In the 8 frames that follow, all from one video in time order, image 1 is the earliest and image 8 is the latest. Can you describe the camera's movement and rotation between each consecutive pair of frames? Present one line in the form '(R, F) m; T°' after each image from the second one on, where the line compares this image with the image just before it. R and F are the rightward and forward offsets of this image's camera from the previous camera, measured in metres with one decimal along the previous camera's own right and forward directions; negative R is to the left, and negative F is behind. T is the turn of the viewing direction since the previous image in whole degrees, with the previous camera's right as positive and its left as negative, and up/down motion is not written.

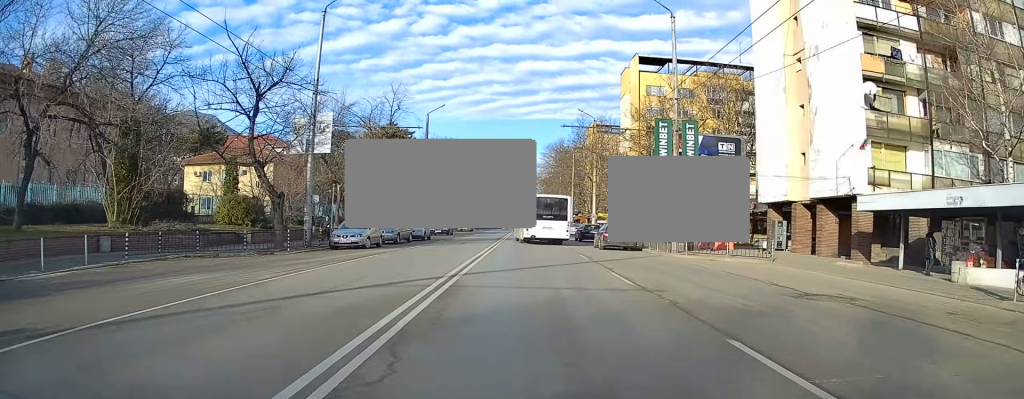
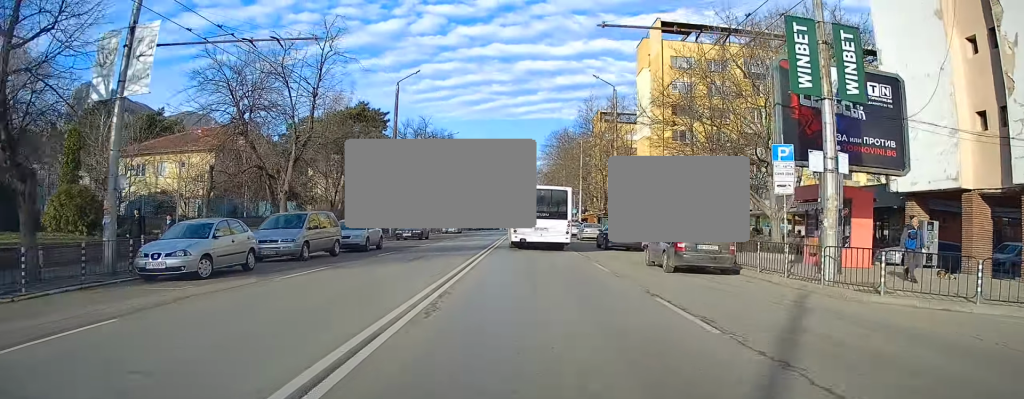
(0.0, +14.5) m; -1°
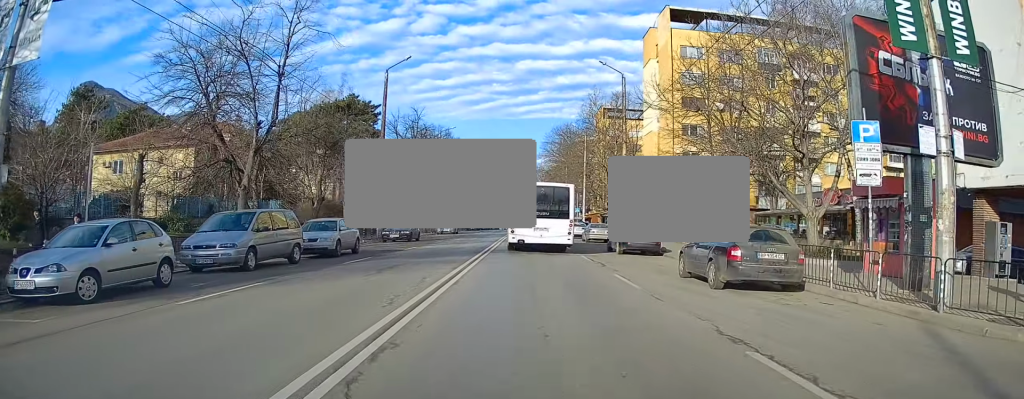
(-0.2, +4.0) m; +1°
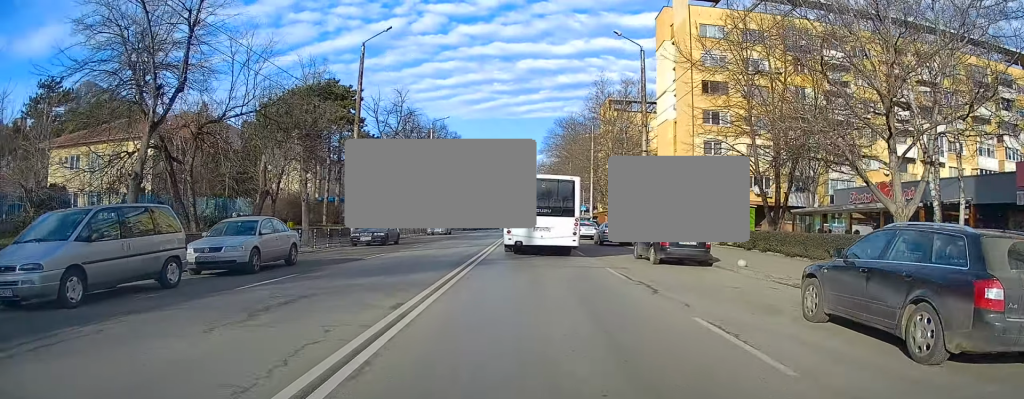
(+0.1, +7.1) m; +1°
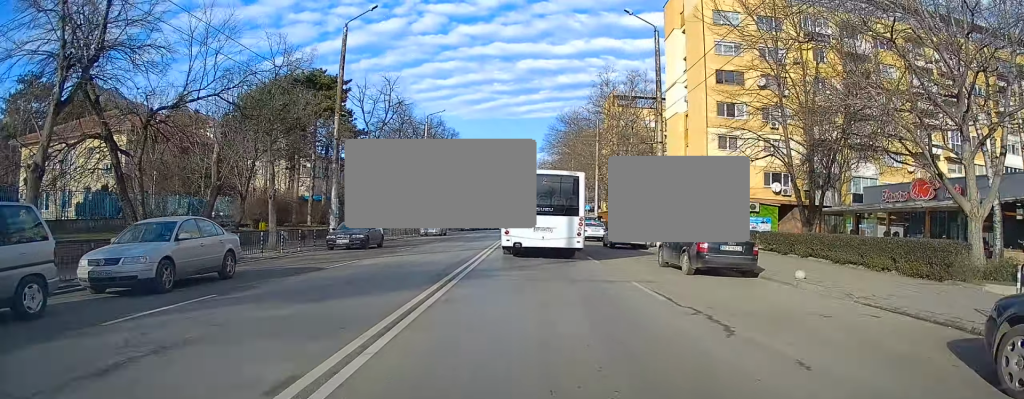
(+0.2, +3.8) m; +1°
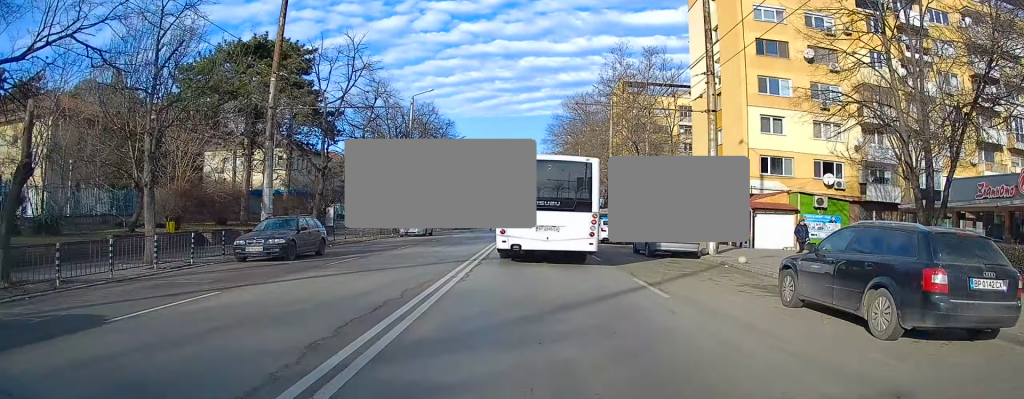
(-0.4, +8.6) m; -5°
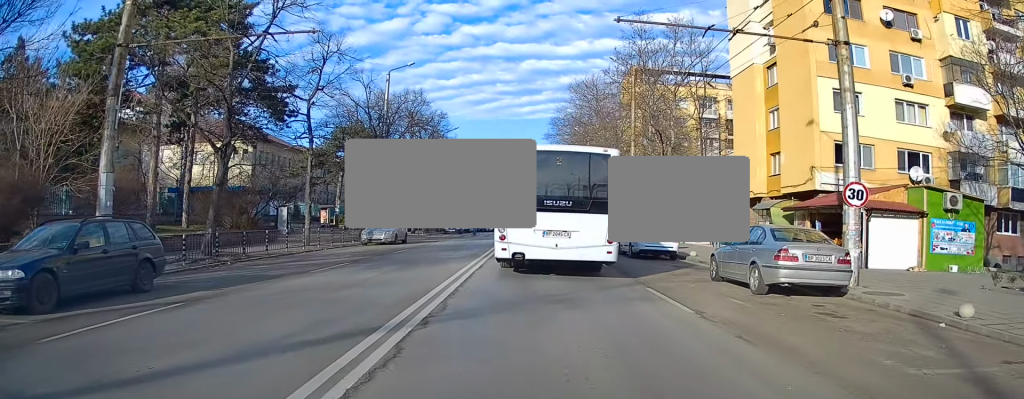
(-0.1, +10.4) m; 0°
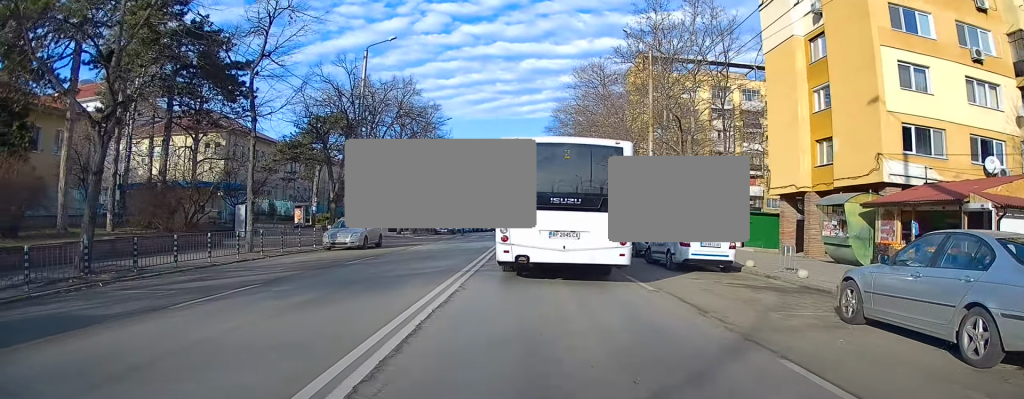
(0.0, +6.0) m; +1°
